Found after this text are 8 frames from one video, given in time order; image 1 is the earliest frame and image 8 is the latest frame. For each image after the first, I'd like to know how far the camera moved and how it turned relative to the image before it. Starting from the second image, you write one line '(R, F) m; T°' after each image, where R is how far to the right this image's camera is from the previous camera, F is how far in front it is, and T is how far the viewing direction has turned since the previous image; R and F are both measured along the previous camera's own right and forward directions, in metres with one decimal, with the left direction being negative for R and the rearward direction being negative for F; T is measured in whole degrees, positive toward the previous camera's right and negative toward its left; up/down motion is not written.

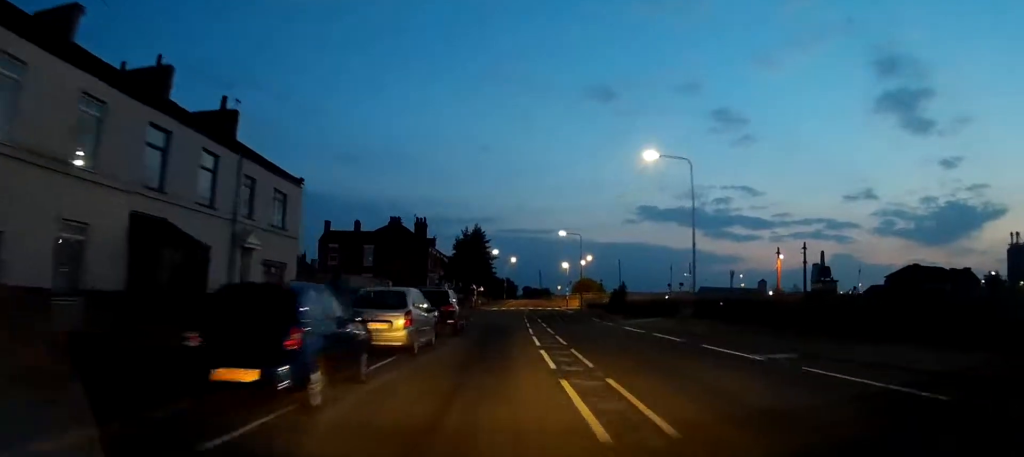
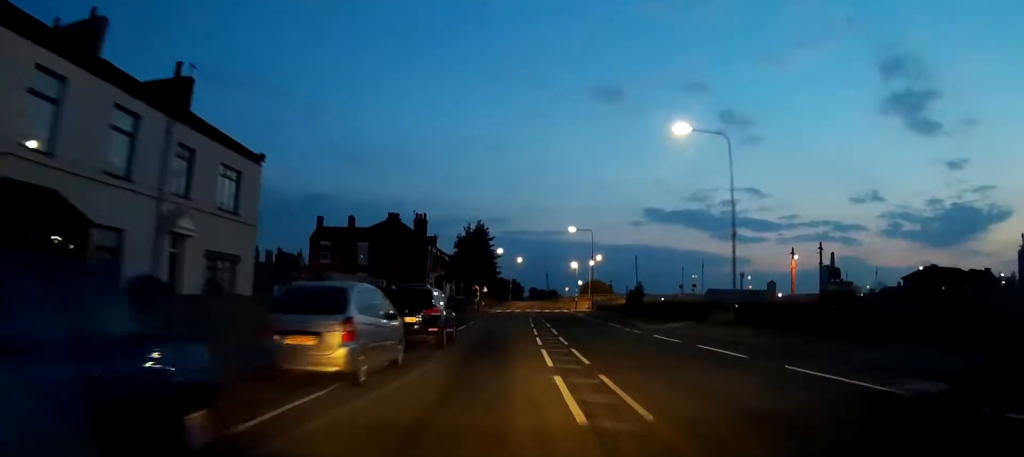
(-0.1, +4.6) m; -1°
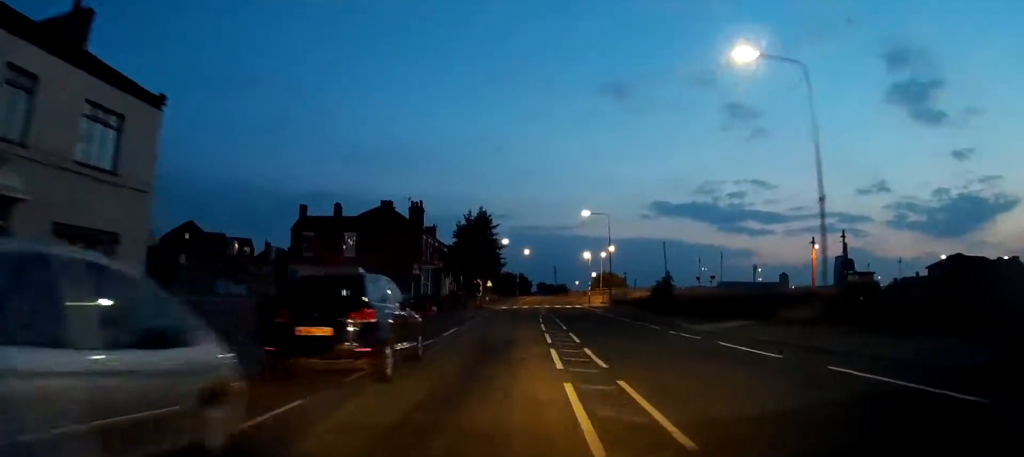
(-0.1, +6.5) m; -2°
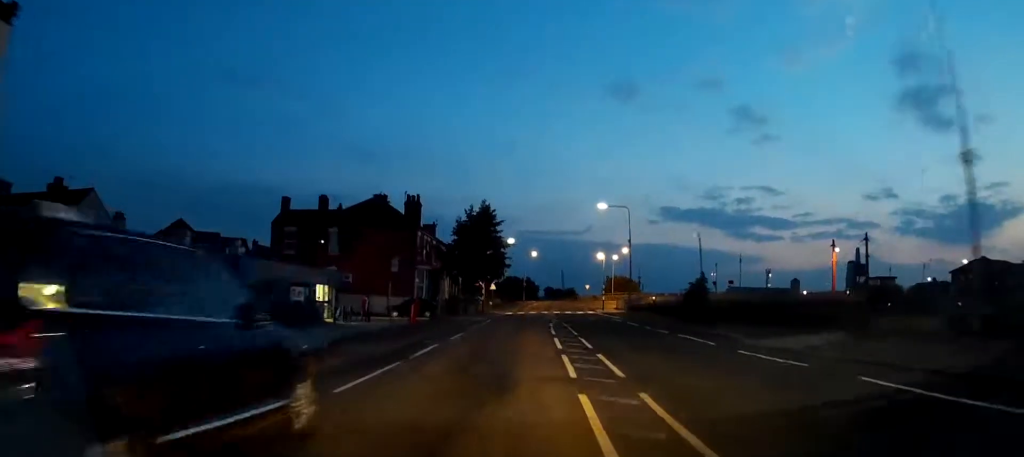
(0.0, +5.8) m; -1°
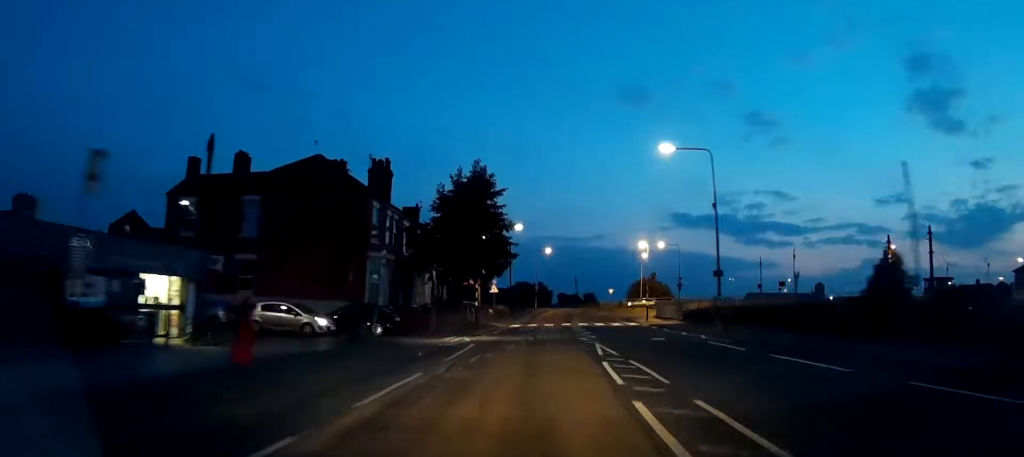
(0.0, +16.3) m; +1°
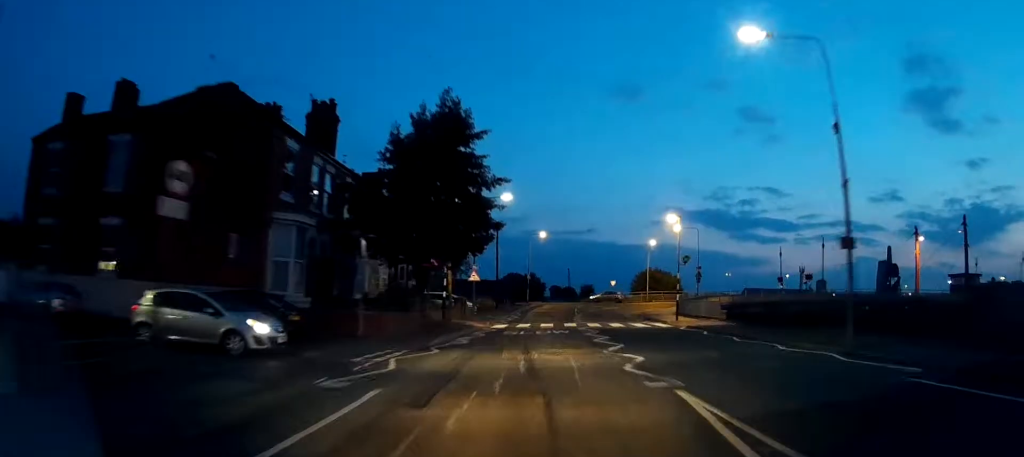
(-0.1, +11.2) m; -2°
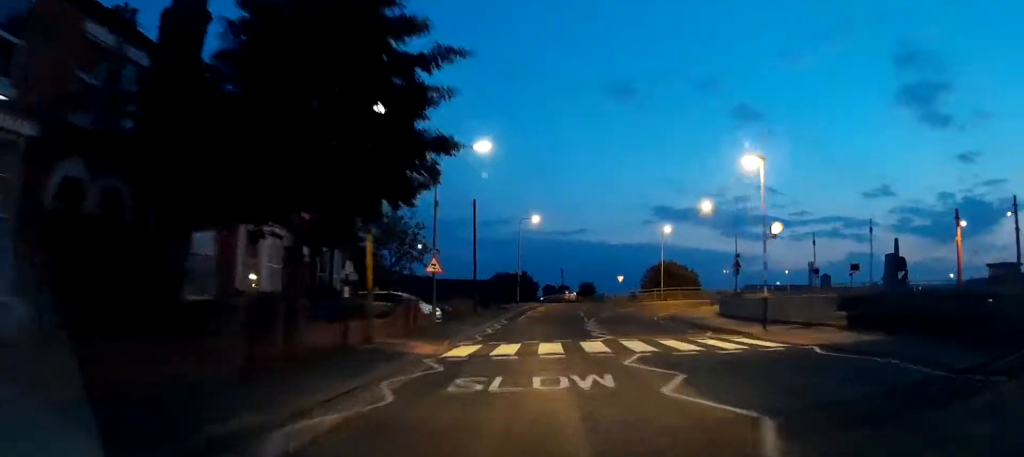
(-0.5, +13.9) m; +1°
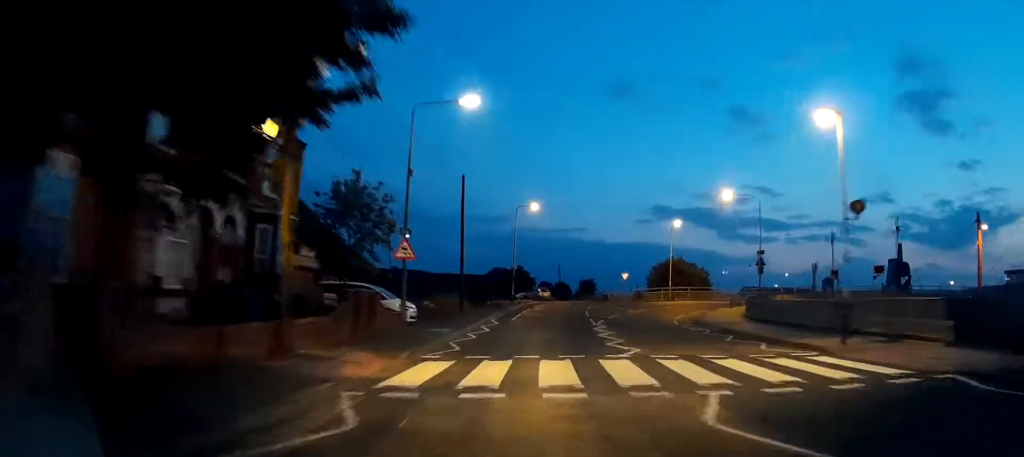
(+0.3, +5.9) m; +1°
